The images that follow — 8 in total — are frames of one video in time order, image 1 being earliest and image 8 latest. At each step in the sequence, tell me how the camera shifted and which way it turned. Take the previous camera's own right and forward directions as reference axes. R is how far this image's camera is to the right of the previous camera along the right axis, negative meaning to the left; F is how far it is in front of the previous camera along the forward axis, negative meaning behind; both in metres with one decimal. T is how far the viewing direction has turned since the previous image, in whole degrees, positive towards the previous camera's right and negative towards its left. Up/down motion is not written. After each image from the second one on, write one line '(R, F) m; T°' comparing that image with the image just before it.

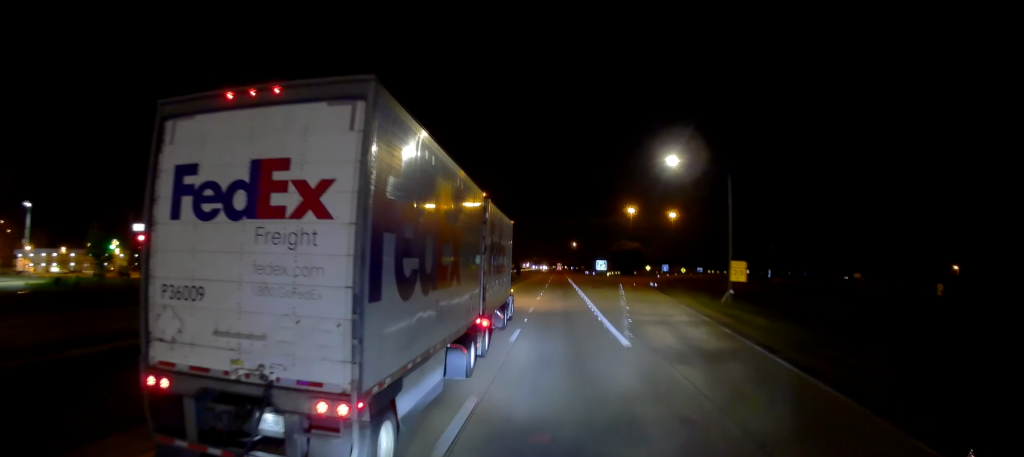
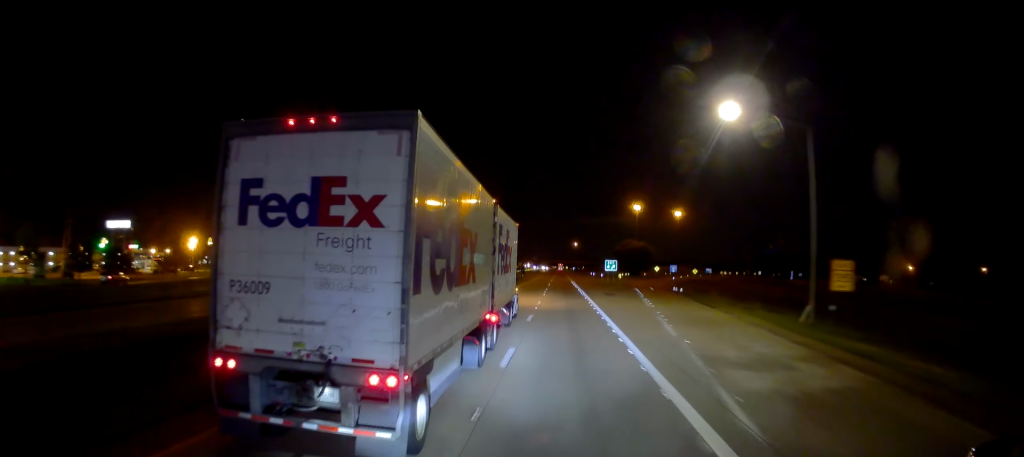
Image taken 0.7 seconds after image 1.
(-0.1, +17.4) m; 0°
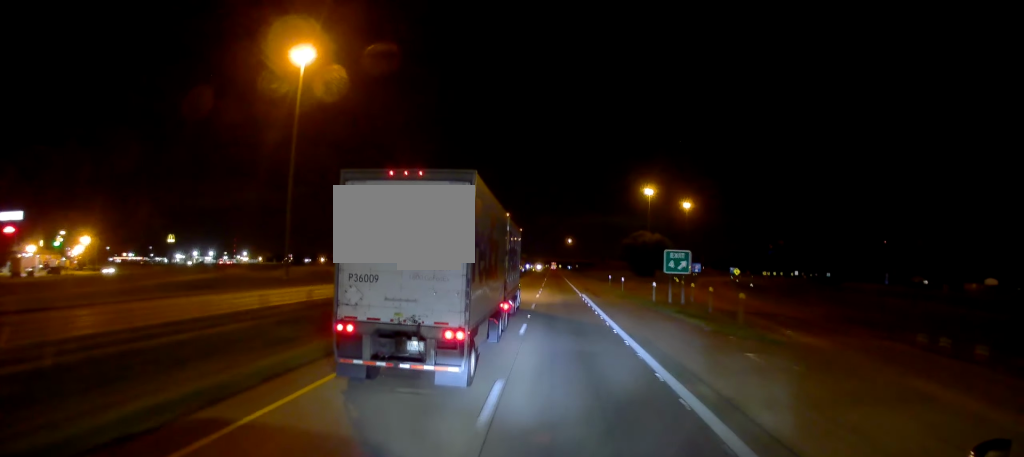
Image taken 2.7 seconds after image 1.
(-0.7, +53.3) m; -1°
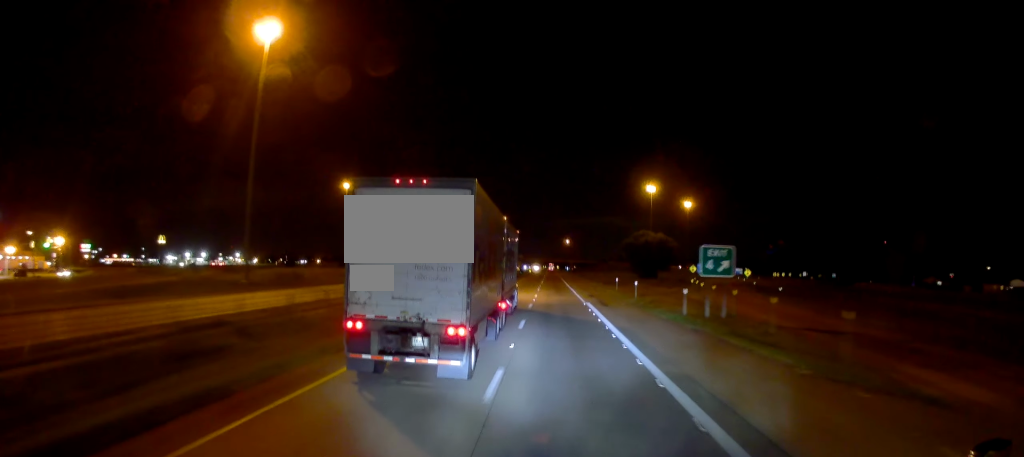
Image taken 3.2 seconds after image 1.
(-0.4, +10.9) m; 0°
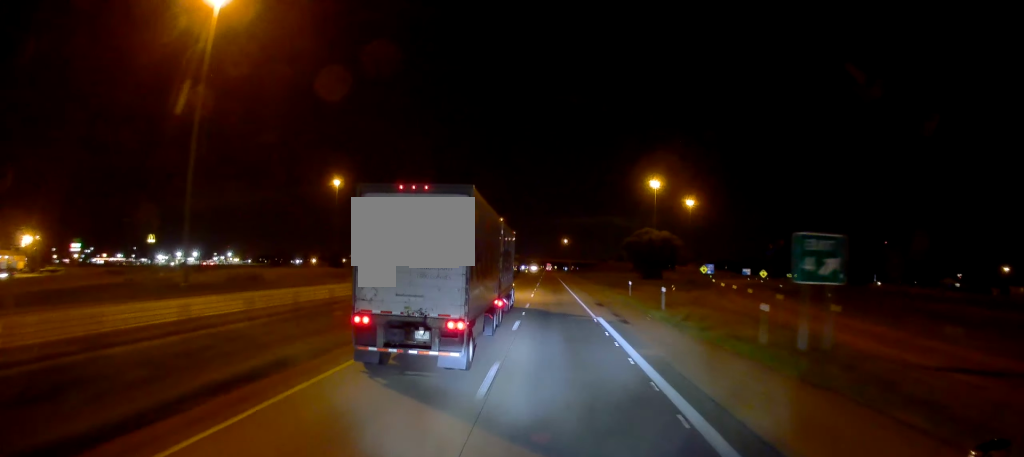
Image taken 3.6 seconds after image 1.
(+0.3, +11.7) m; +1°
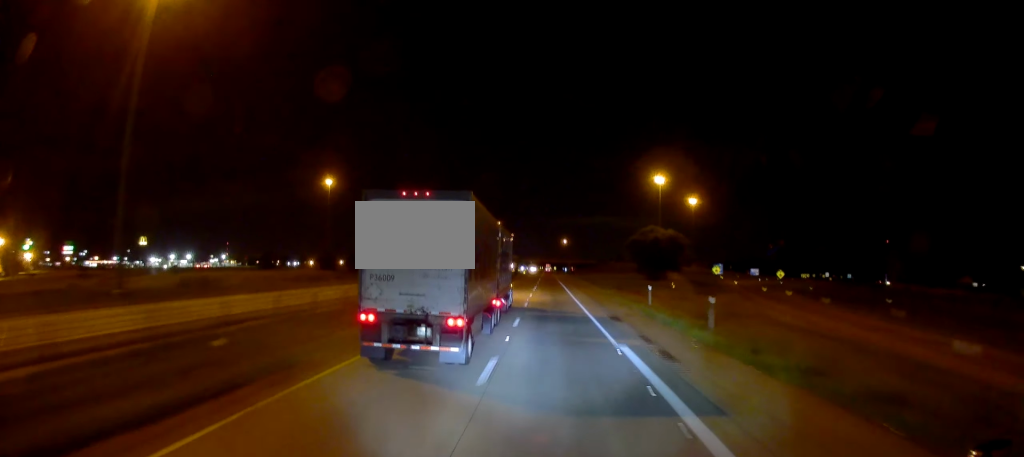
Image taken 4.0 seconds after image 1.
(+0.3, +10.5) m; +1°
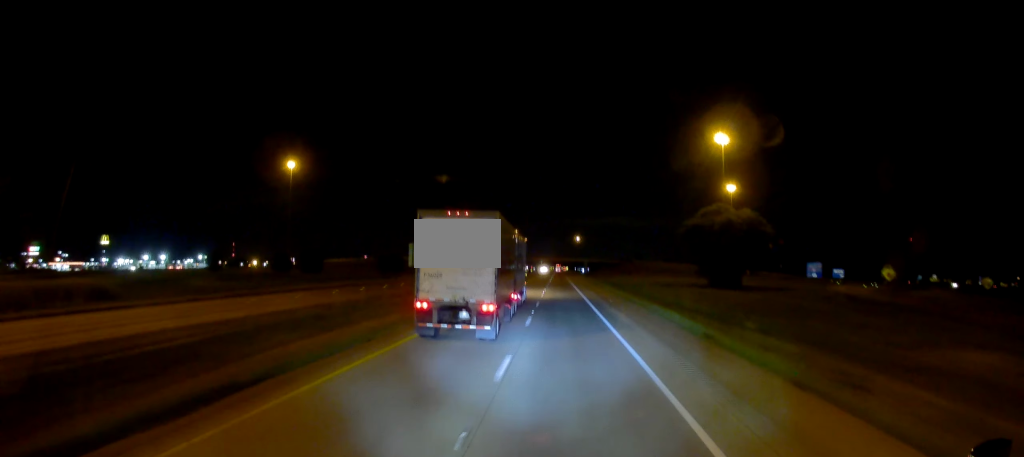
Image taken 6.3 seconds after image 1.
(-0.4, +59.6) m; 0°
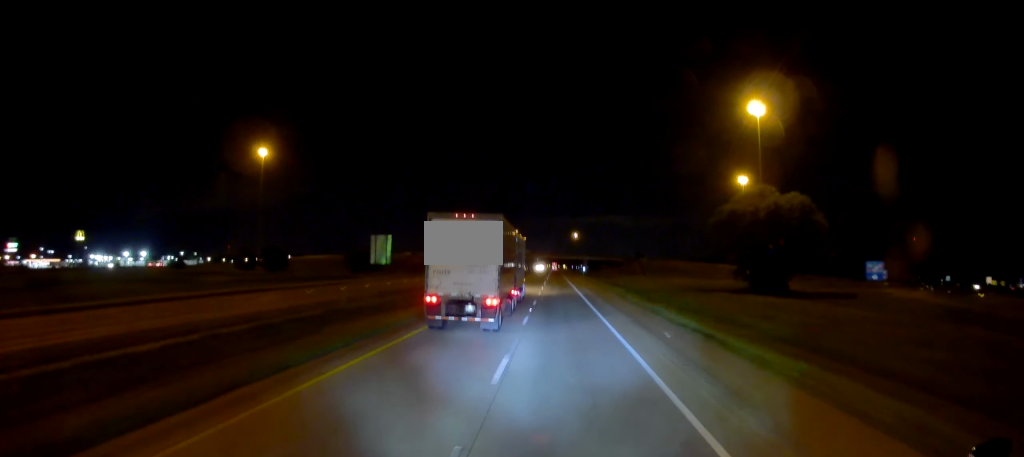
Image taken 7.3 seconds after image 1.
(0.0, +24.8) m; 0°
